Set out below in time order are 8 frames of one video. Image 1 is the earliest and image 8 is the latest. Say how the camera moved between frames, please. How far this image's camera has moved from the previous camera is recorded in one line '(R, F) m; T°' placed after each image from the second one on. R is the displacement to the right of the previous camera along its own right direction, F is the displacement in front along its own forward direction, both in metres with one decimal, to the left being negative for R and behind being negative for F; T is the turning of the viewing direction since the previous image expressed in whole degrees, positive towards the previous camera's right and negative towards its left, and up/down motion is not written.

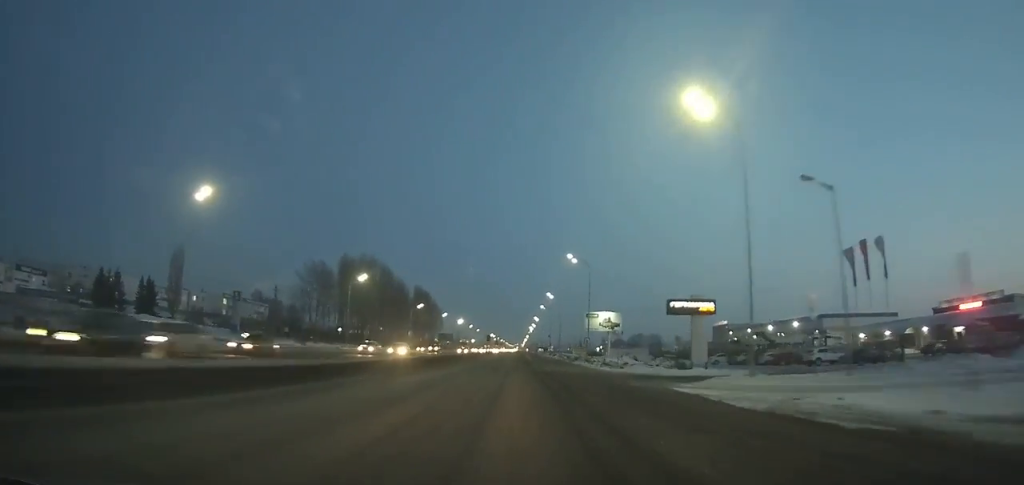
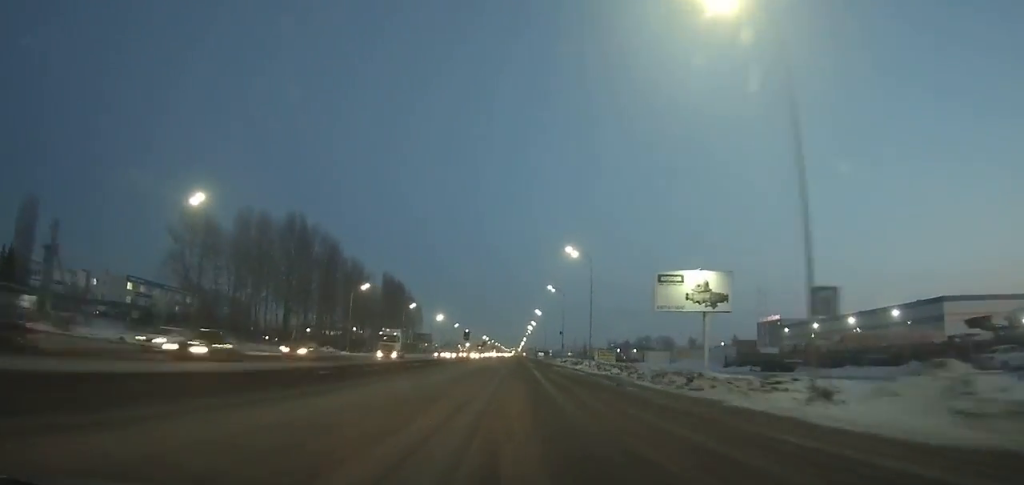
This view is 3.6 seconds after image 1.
(-0.1, +52.4) m; 0°
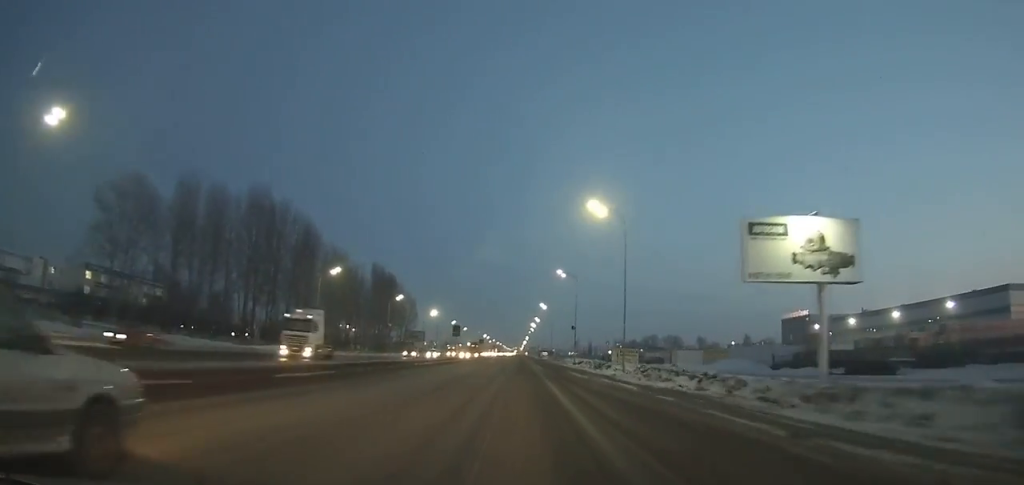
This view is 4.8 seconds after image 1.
(0.0, +17.7) m; 0°
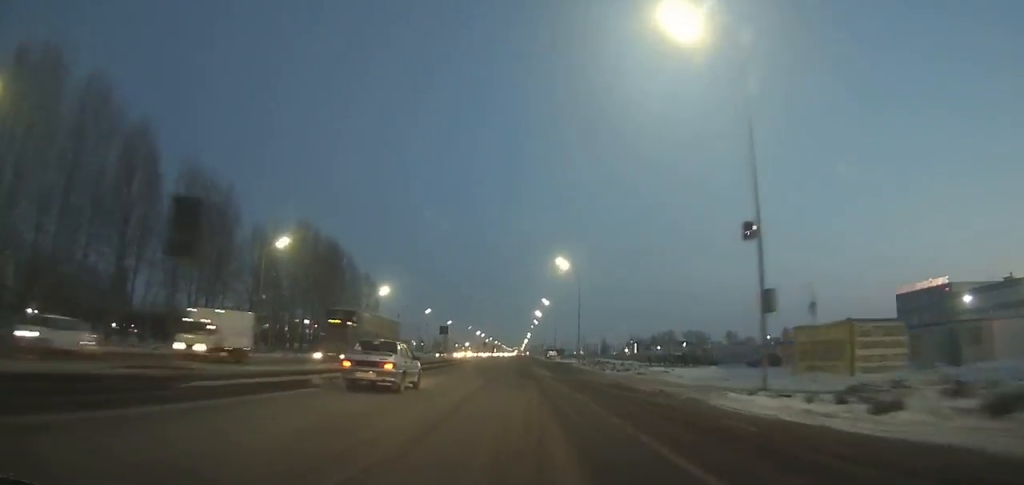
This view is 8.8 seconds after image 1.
(-0.2, +60.1) m; 0°
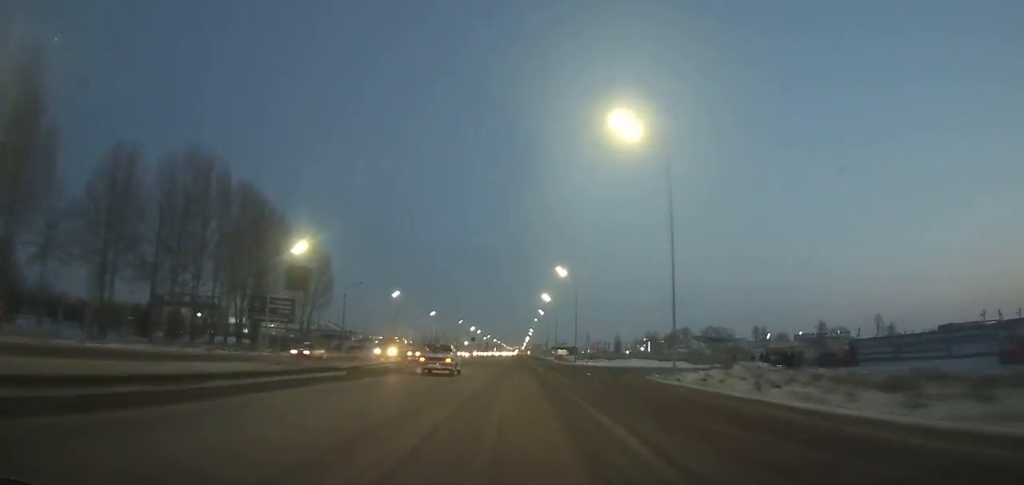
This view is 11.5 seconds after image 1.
(+0.1, +40.9) m; 0°
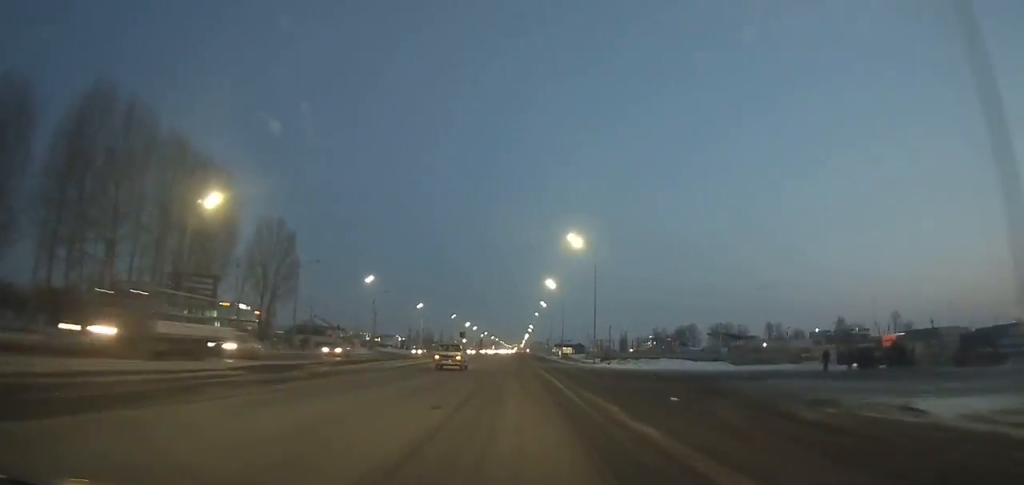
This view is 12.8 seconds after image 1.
(0.0, +19.7) m; 0°
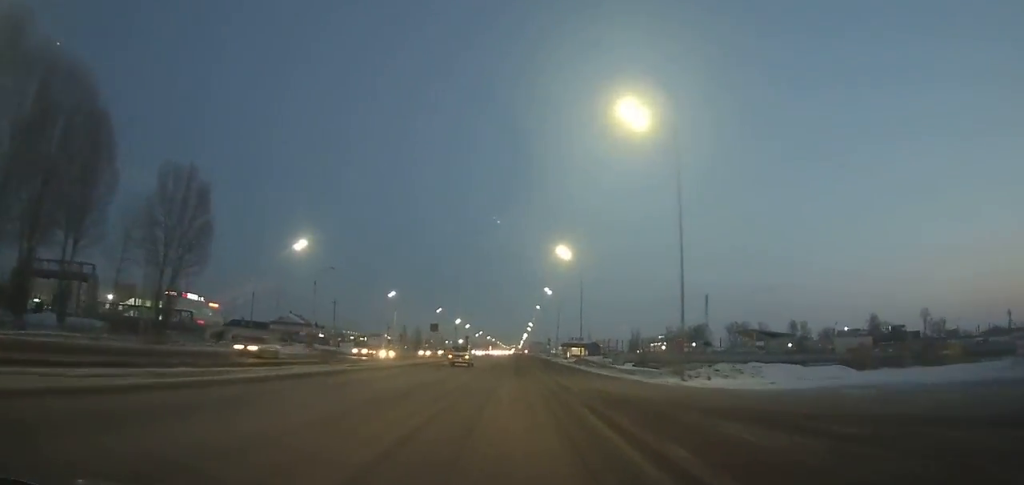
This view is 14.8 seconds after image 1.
(+0.1, +30.3) m; 0°
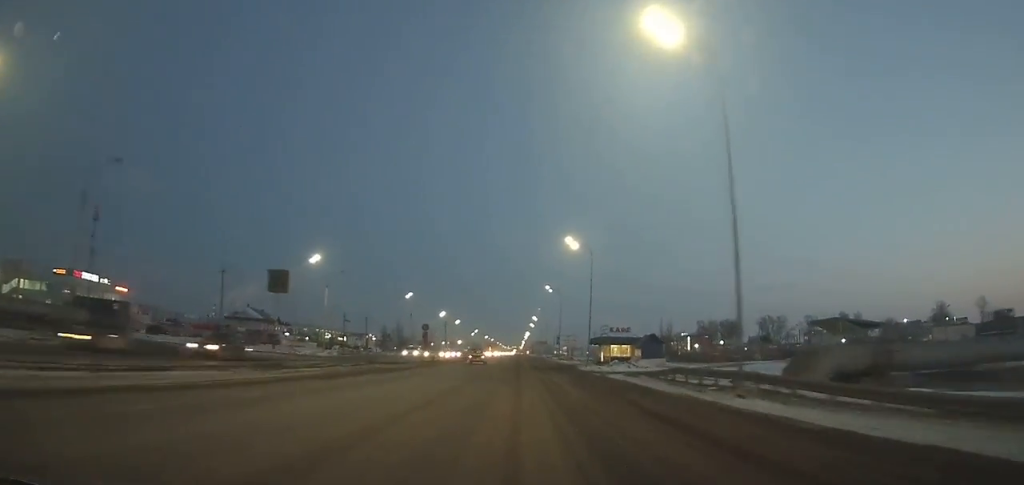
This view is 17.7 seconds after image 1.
(+0.2, +44.1) m; 0°
